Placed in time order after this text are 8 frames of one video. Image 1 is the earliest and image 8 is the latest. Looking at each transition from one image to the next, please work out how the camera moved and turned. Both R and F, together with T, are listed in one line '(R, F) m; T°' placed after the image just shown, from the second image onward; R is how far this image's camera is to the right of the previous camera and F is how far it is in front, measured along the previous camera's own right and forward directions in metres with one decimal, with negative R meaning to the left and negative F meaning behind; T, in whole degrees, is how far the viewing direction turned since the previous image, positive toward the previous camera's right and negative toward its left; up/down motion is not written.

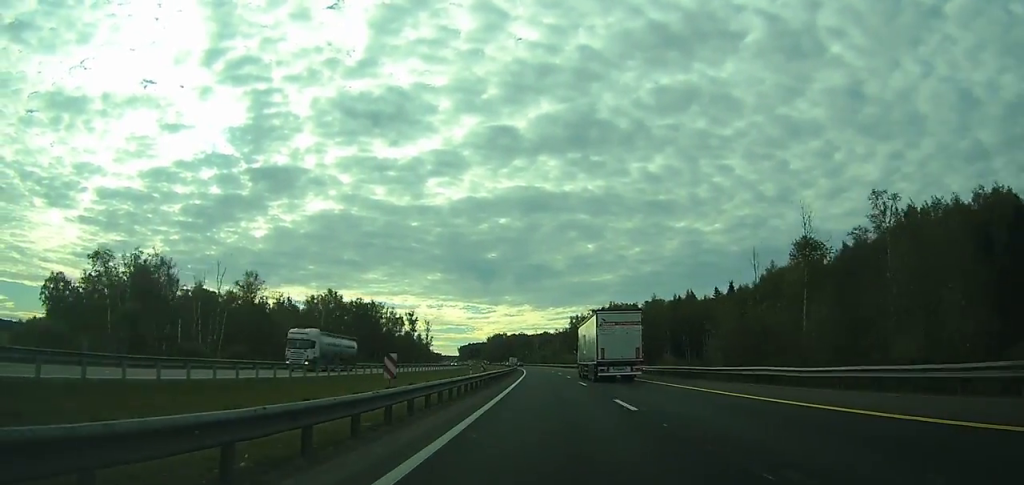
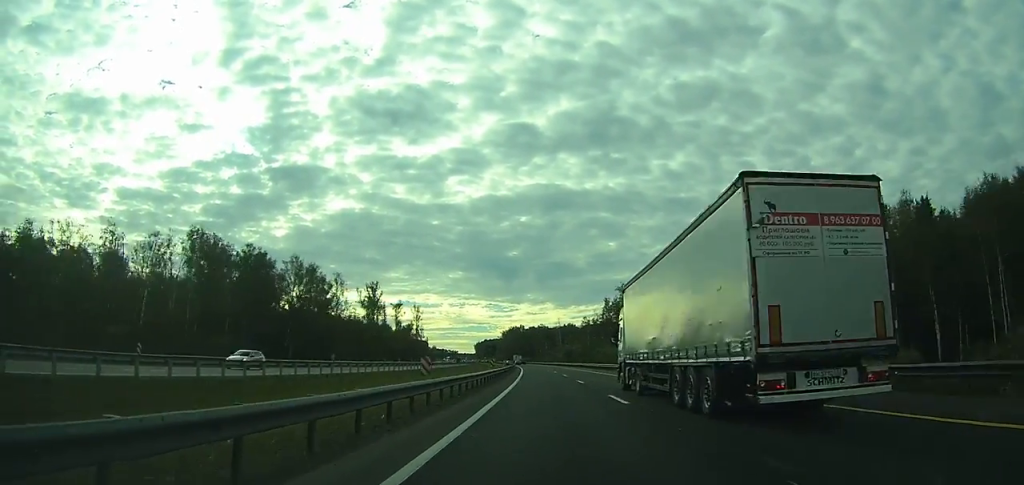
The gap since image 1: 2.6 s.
(-2.3, +82.5) m; -3°
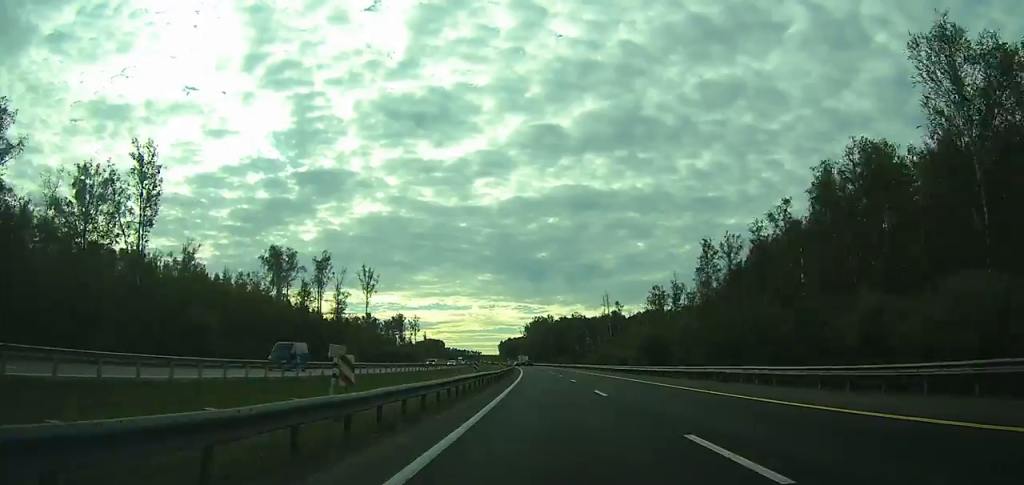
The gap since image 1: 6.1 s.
(-3.0, +105.0) m; -3°
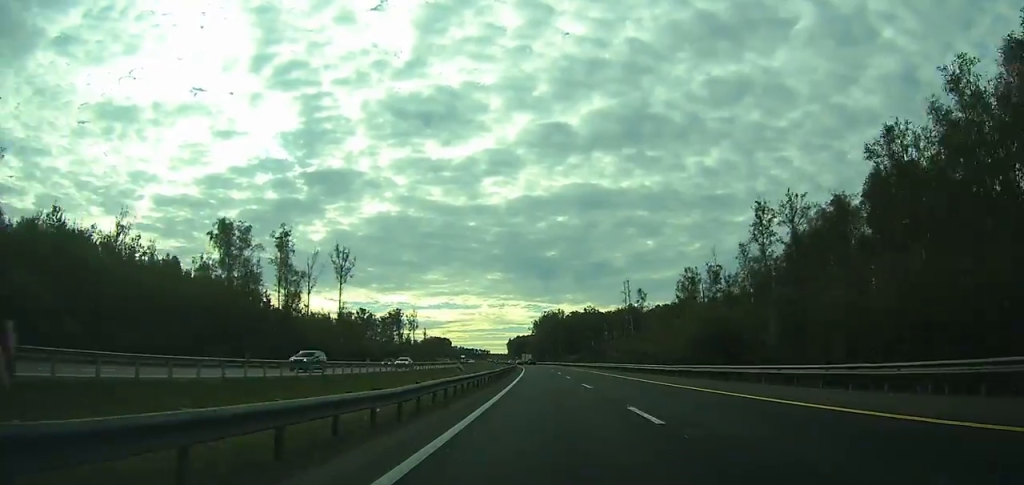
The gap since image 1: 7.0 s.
(-0.3, +25.3) m; -1°
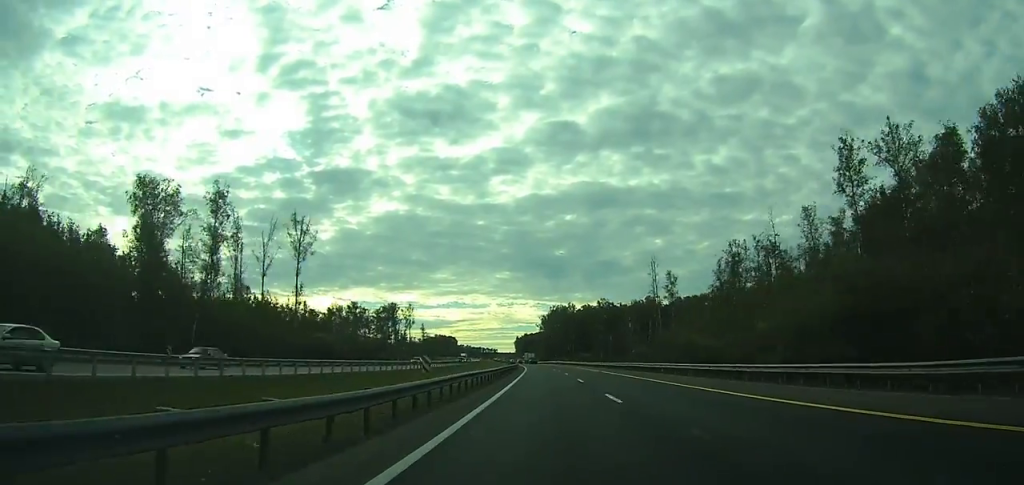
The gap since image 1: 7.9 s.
(0.0, +25.3) m; -1°
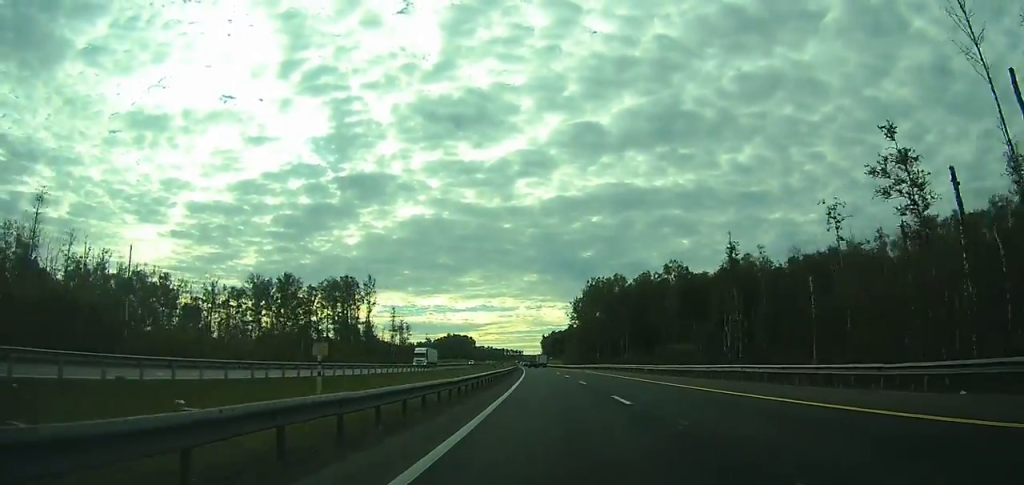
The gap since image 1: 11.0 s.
(-2.2, +99.7) m; -3°
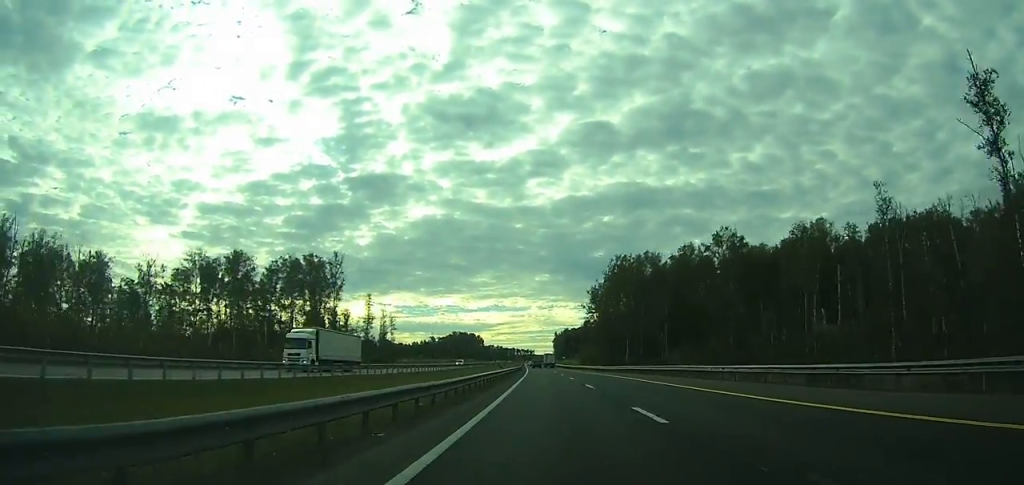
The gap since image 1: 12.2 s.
(-0.3, +37.8) m; -1°
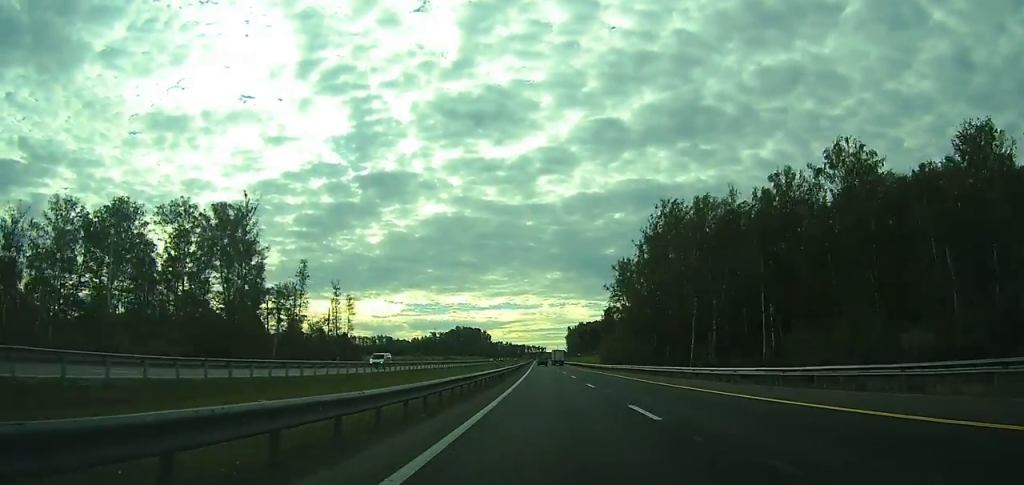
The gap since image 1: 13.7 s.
(-0.6, +47.1) m; -1°
